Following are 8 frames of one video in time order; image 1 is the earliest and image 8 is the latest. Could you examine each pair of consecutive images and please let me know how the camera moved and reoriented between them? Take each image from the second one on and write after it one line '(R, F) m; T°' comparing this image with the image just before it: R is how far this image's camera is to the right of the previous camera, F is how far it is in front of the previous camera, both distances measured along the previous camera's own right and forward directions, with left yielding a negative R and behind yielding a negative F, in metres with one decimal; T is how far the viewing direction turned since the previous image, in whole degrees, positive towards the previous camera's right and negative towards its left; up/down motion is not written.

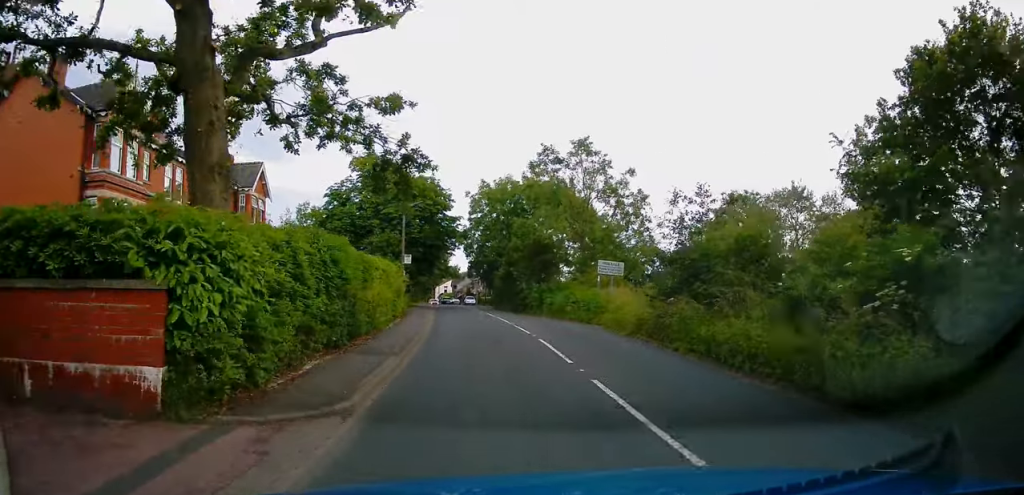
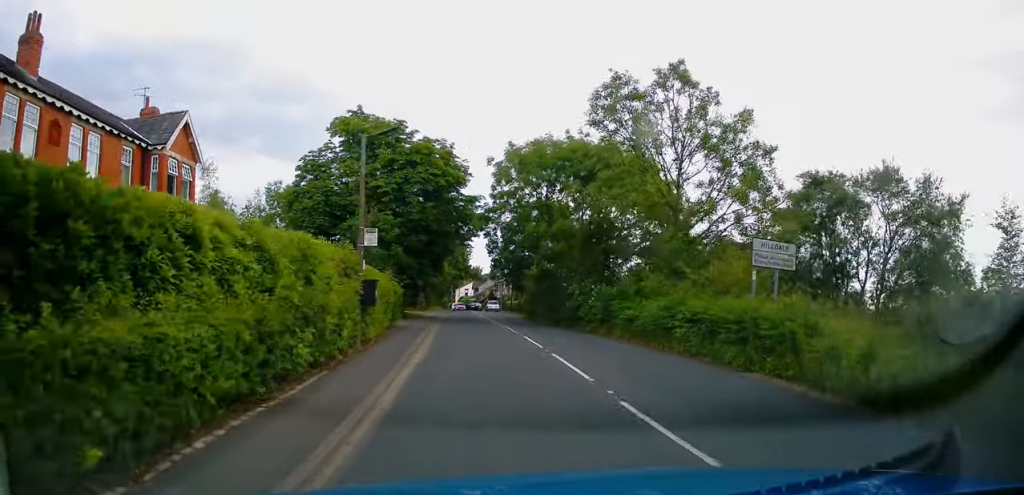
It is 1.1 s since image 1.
(+0.1, +13.9) m; -1°
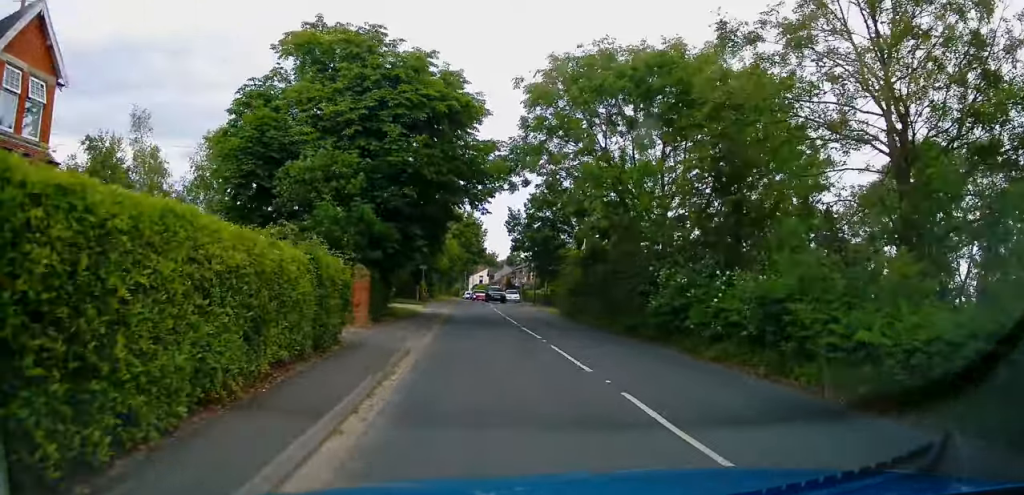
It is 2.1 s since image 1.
(-0.3, +12.4) m; -1°
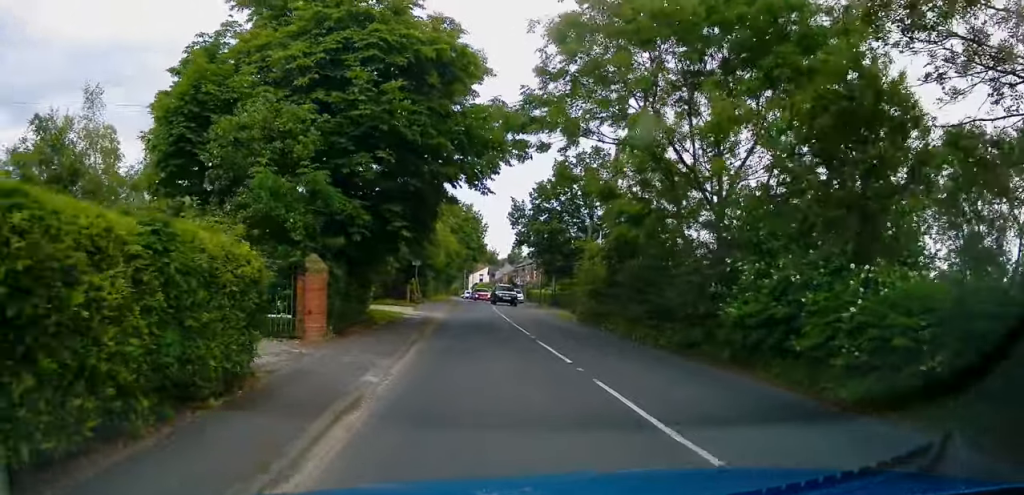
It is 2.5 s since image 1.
(0.0, +5.1) m; 0°
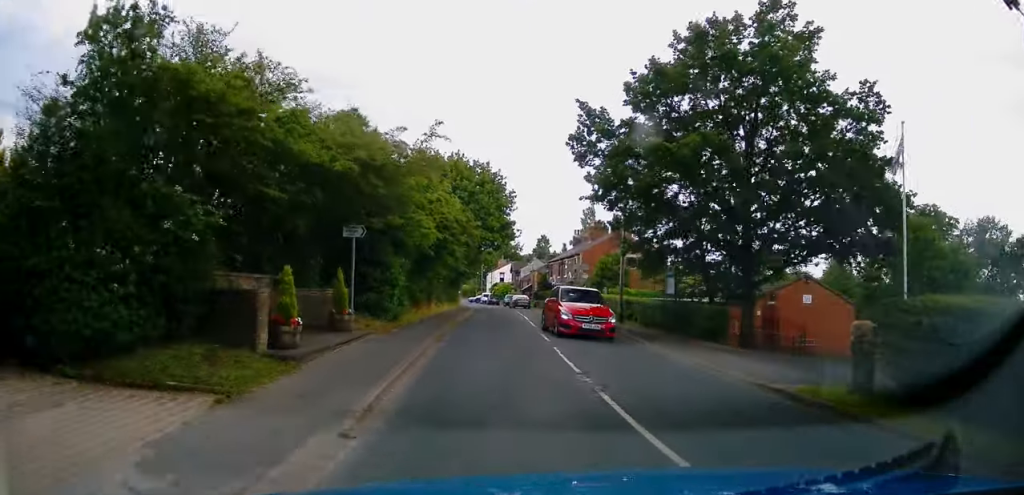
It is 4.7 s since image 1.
(-0.2, +25.7) m; -1°
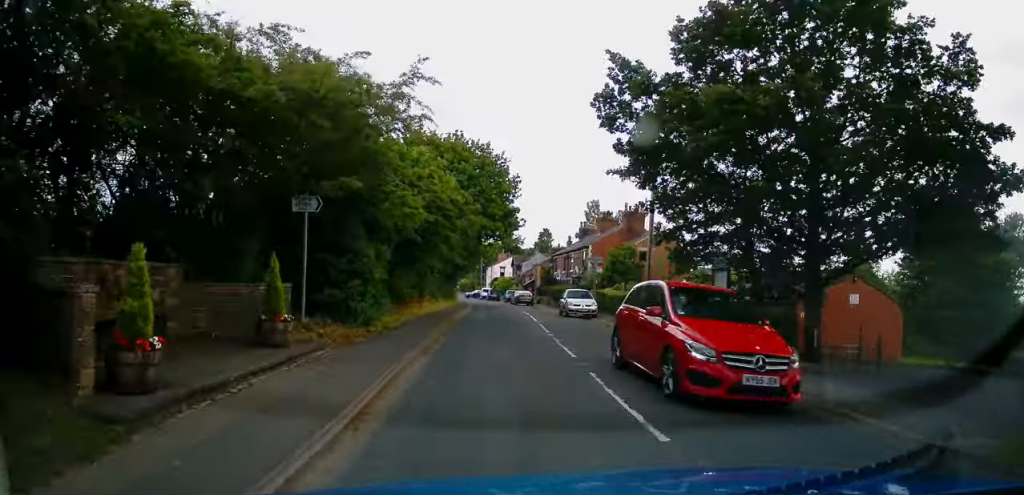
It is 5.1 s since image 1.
(-0.2, +4.9) m; 0°
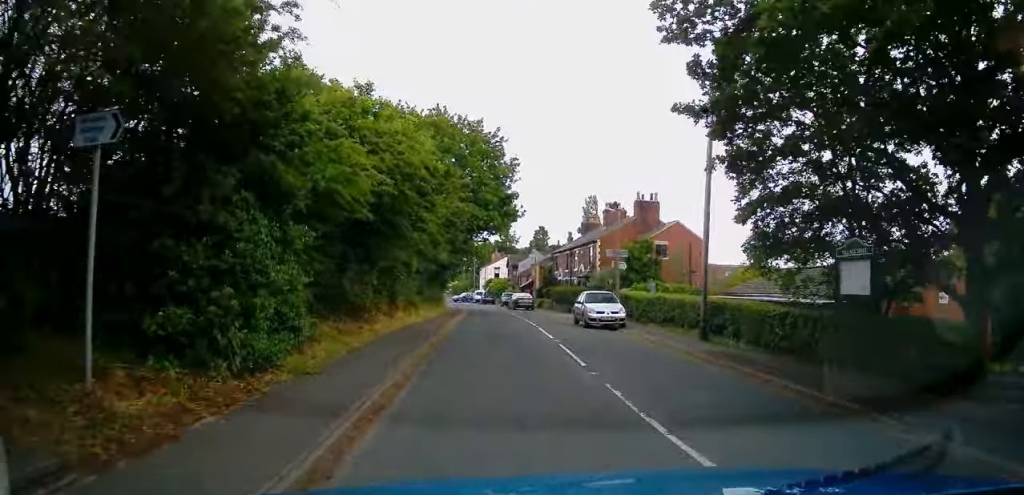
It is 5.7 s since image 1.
(+0.2, +6.9) m; 0°
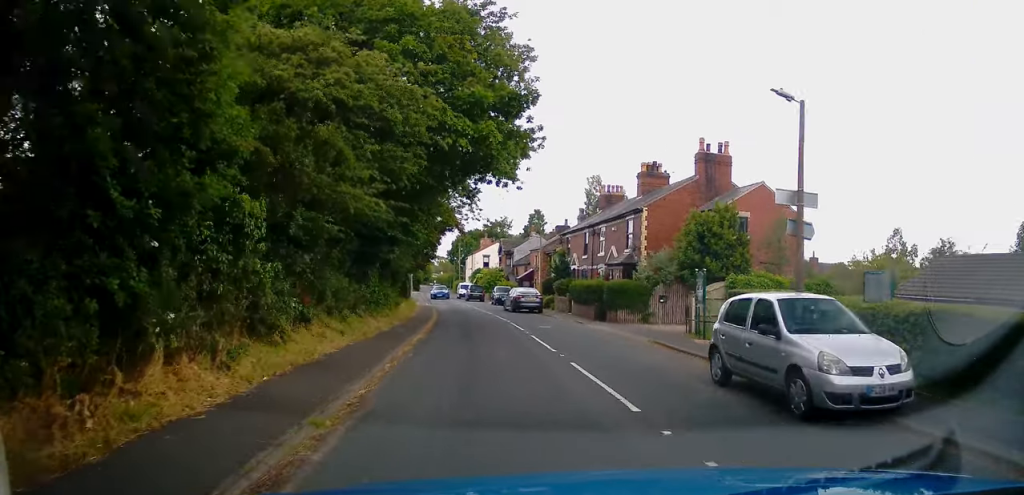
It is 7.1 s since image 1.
(-0.2, +16.7) m; 0°
